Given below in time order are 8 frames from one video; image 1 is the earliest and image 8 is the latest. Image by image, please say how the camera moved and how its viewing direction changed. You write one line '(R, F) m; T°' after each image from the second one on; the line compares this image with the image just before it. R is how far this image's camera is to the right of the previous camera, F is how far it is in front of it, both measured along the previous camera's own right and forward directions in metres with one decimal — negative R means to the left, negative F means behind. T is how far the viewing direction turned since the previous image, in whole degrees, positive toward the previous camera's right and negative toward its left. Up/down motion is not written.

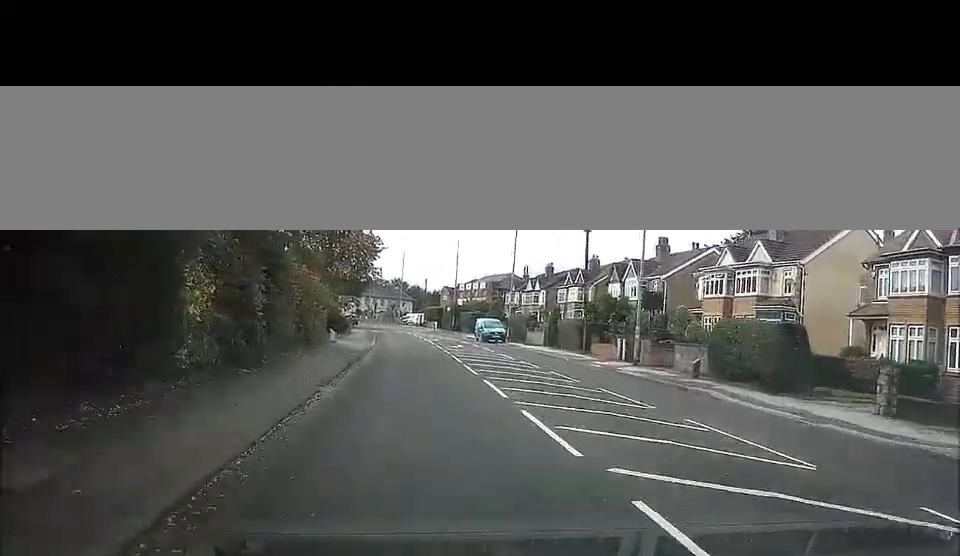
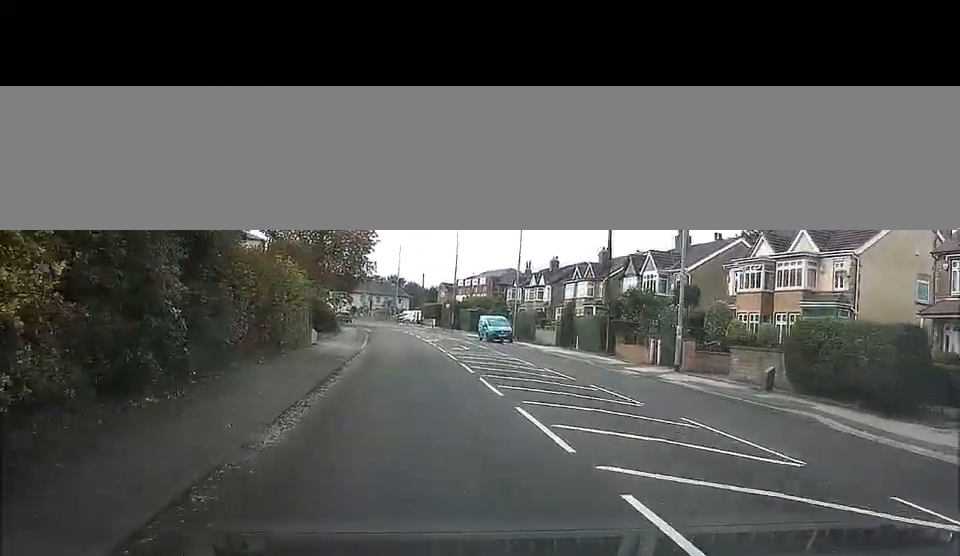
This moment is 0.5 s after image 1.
(0.0, +5.9) m; 0°
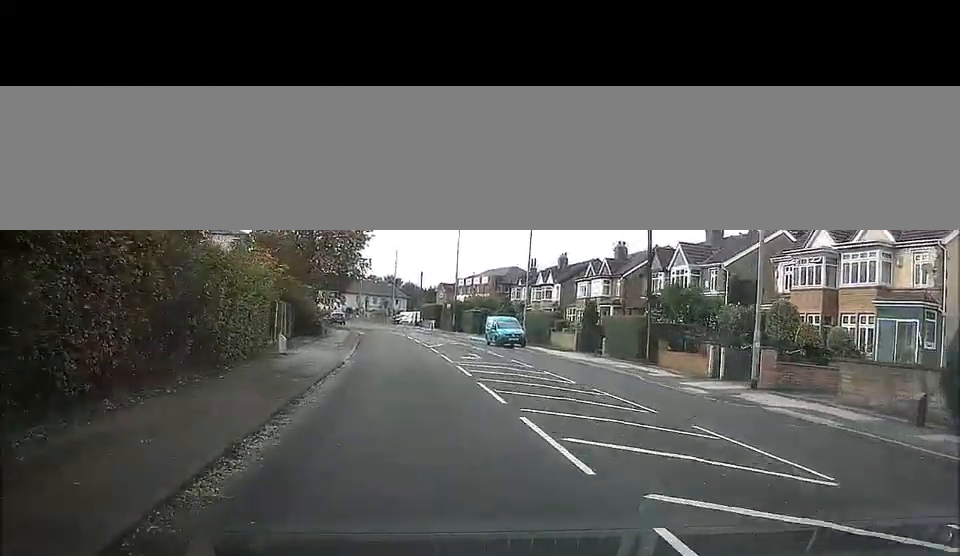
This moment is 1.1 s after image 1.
(0.0, +7.1) m; +1°
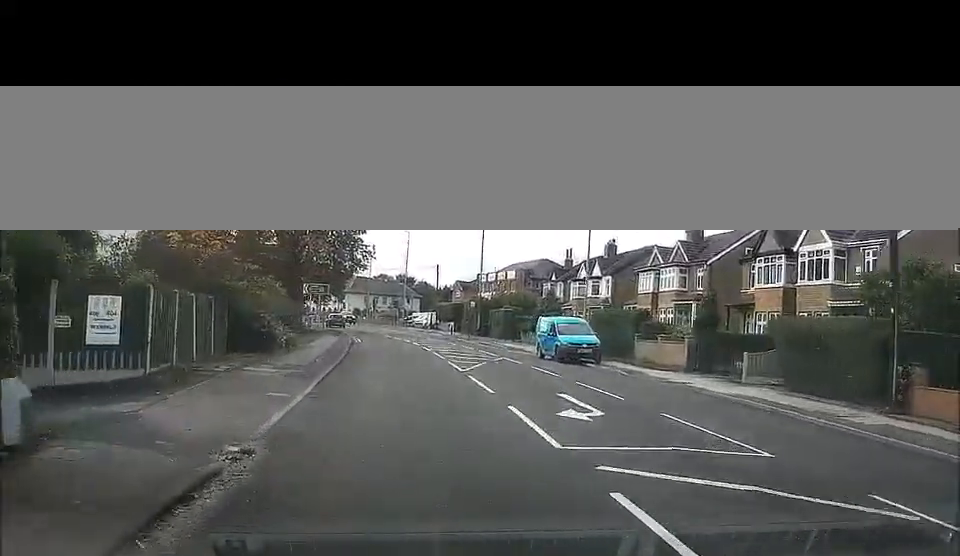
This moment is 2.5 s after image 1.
(+0.5, +16.9) m; -2°
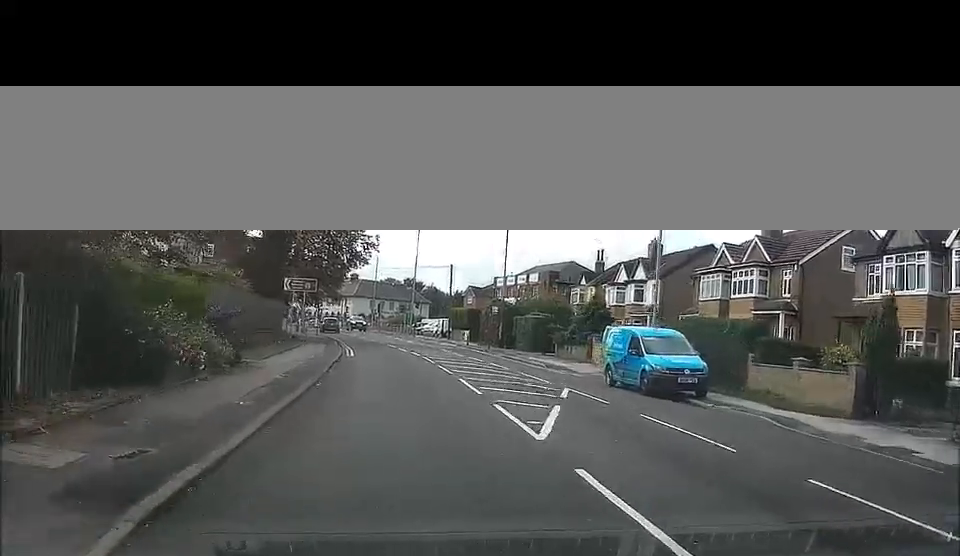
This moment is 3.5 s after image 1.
(-0.9, +10.9) m; -4°
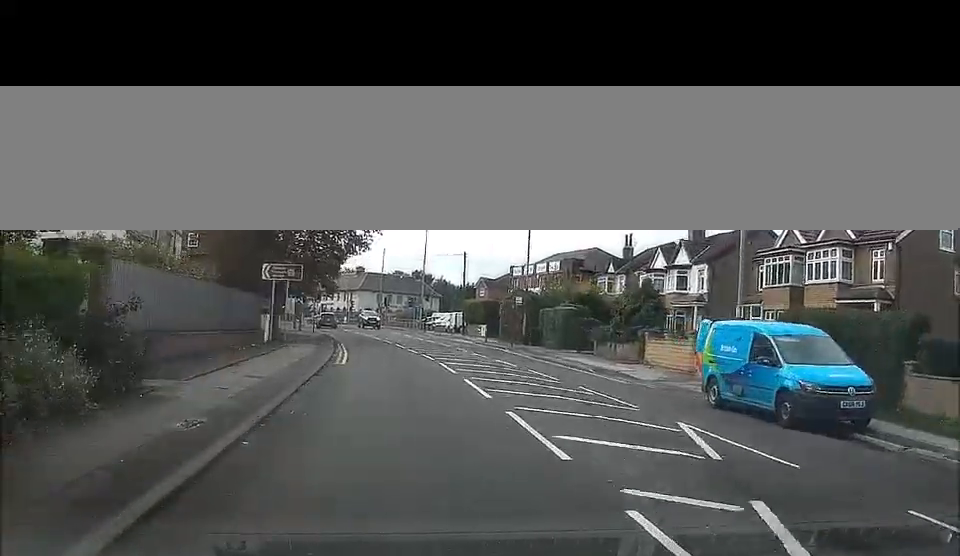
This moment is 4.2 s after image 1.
(-0.1, +7.6) m; +1°
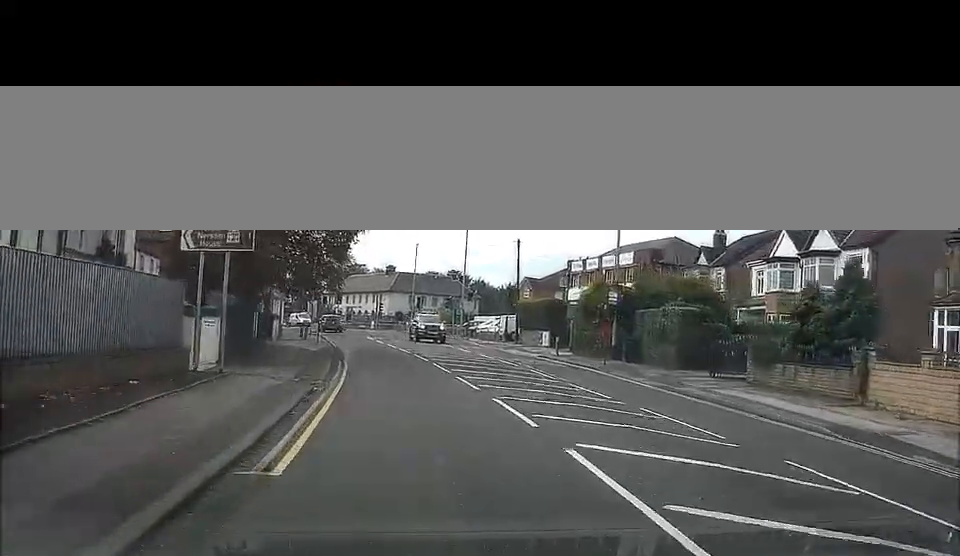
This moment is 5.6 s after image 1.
(+0.8, +15.1) m; 0°
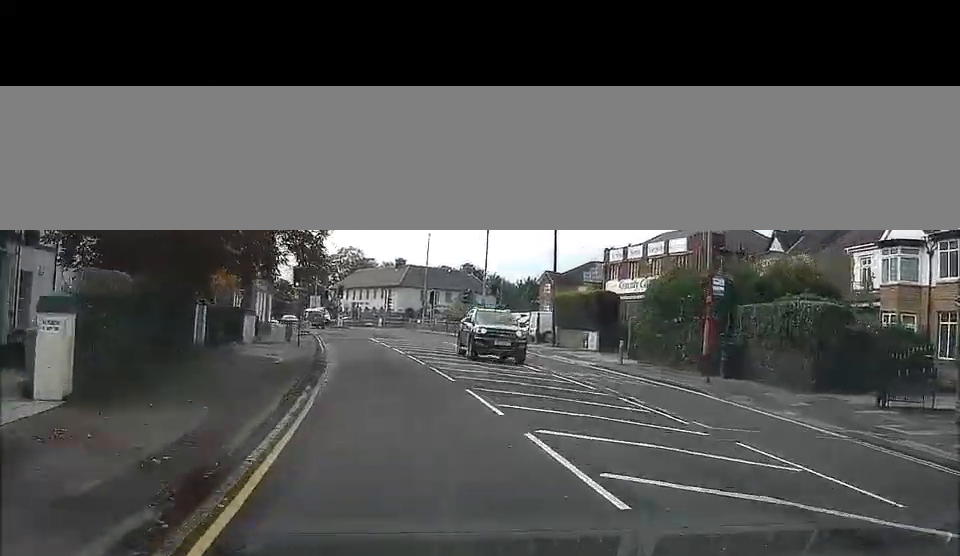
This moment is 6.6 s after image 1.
(-0.7, +10.3) m; -5°
